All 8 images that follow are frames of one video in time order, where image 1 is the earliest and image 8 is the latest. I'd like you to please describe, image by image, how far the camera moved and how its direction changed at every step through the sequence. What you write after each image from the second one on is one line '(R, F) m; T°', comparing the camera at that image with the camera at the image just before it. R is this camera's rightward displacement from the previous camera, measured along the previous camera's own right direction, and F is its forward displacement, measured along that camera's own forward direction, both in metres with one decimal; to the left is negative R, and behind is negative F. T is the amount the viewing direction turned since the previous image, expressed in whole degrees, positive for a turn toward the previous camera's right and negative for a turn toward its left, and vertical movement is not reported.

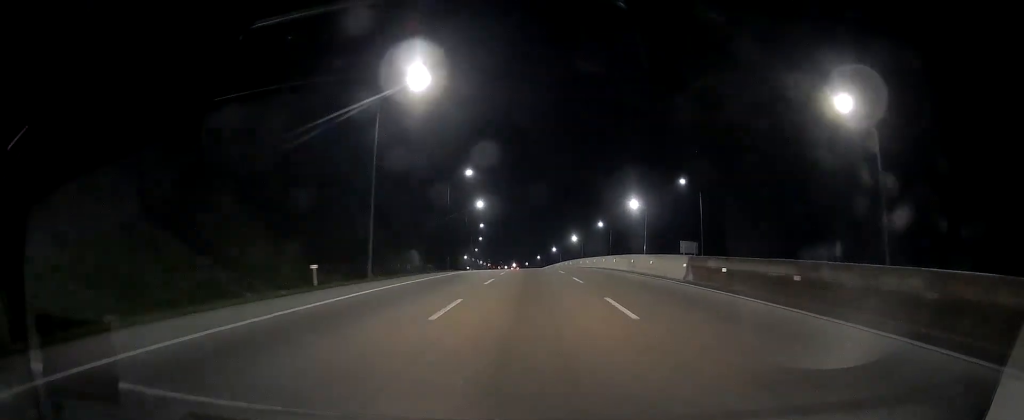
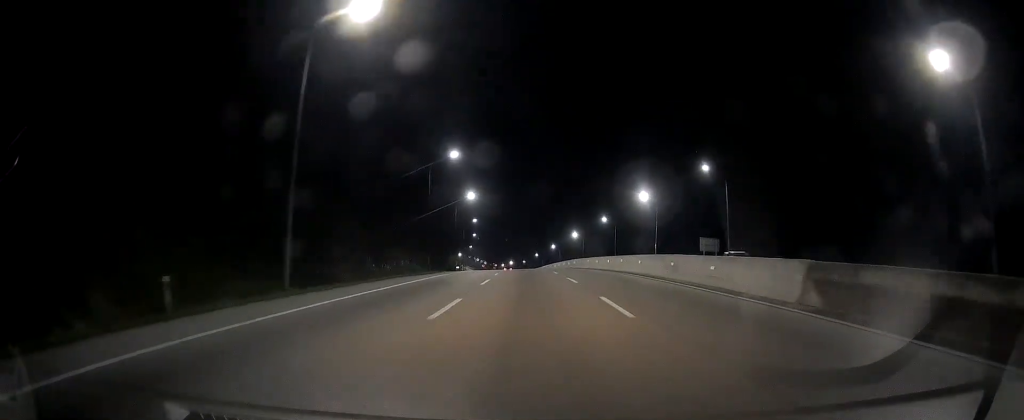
(-0.3, +11.8) m; 0°
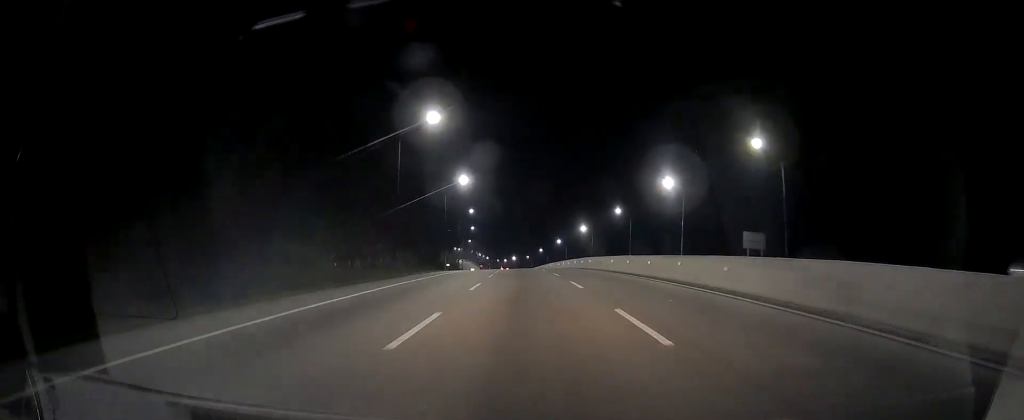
(+0.1, +15.2) m; 0°
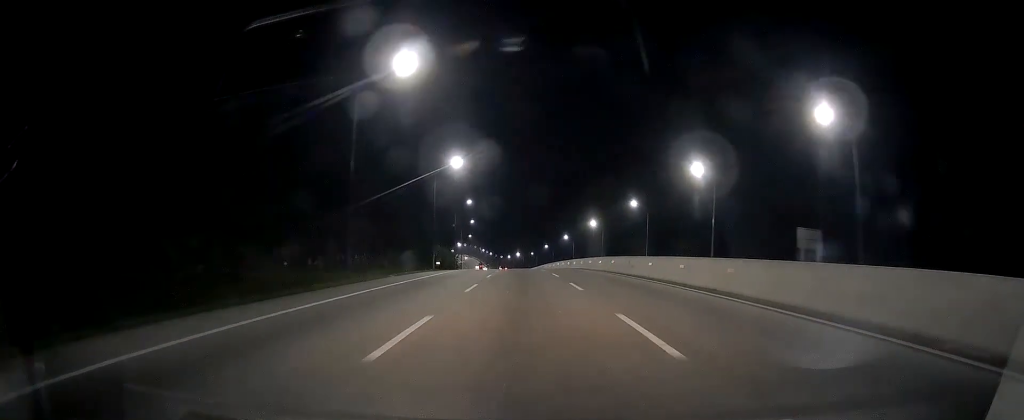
(+0.1, +12.6) m; 0°
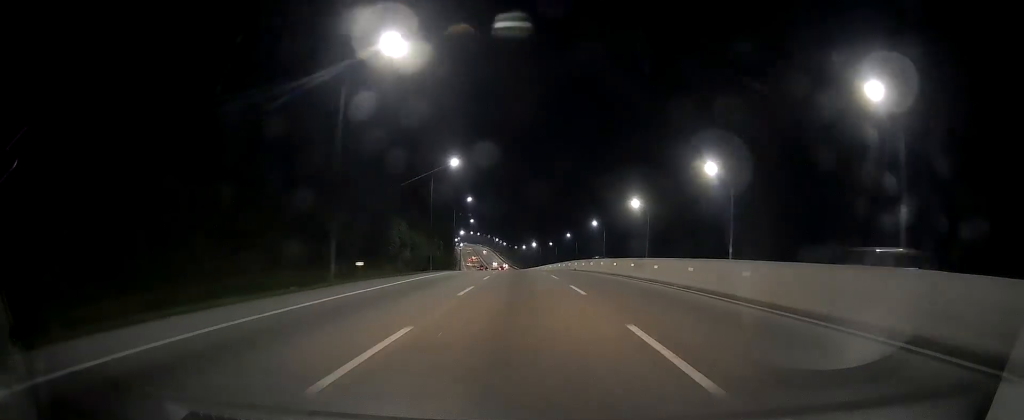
(-0.5, +37.3) m; -1°
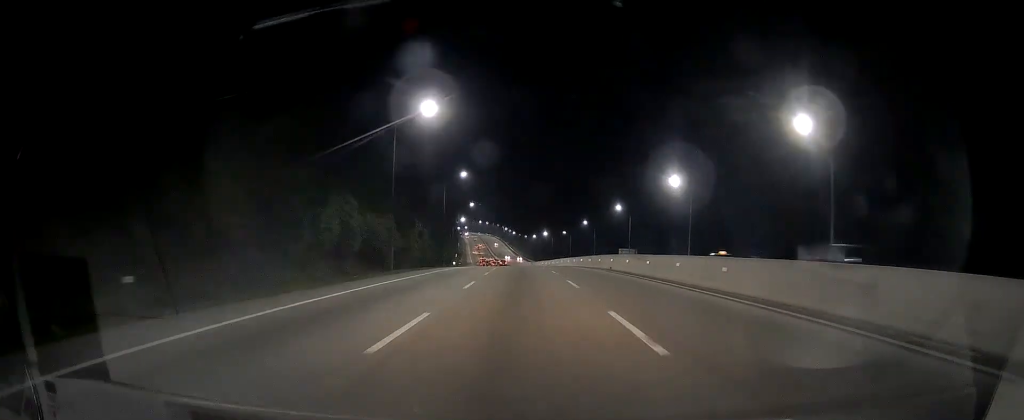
(-0.2, +21.7) m; -1°
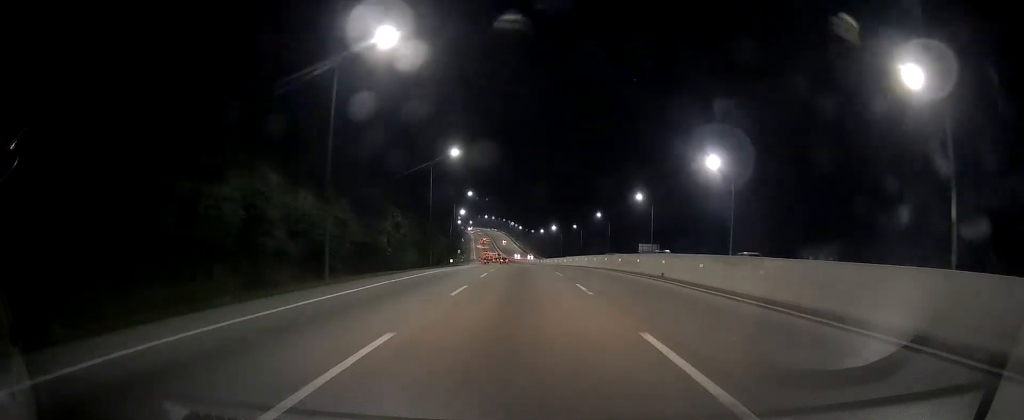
(-0.1, +15.0) m; -1°
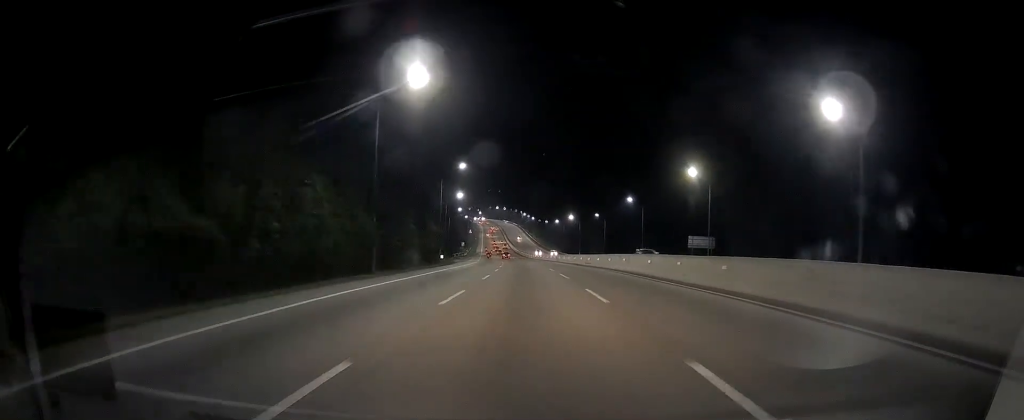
(-0.3, +26.0) m; -2°
